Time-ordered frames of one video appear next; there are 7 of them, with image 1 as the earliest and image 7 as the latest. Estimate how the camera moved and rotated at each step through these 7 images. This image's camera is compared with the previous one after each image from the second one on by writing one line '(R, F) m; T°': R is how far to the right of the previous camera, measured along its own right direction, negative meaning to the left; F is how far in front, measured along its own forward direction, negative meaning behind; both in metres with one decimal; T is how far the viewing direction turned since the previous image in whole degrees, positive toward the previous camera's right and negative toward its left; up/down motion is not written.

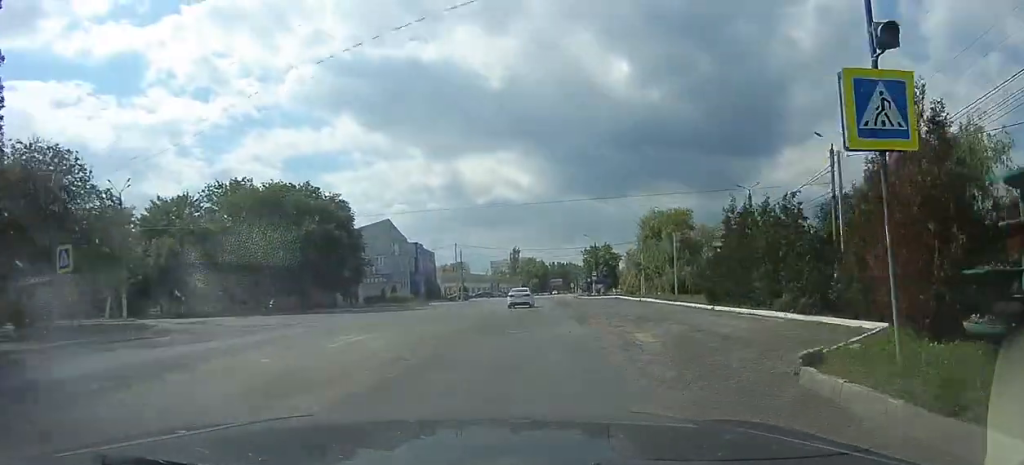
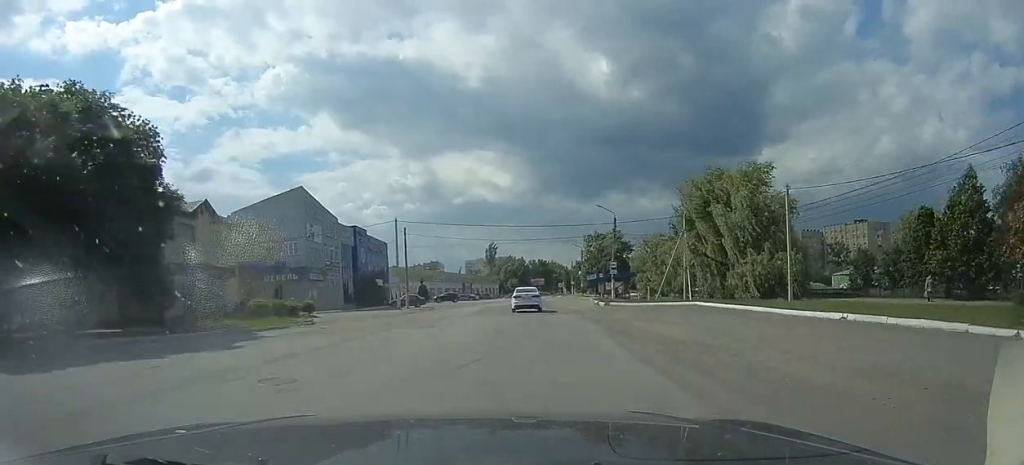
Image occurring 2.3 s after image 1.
(-1.3, +28.2) m; -2°
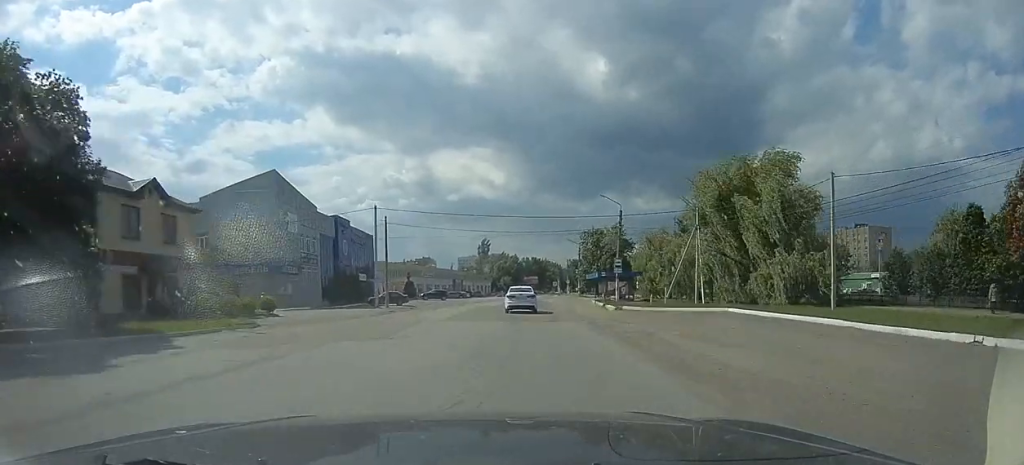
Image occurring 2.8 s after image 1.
(+0.1, +5.4) m; +1°
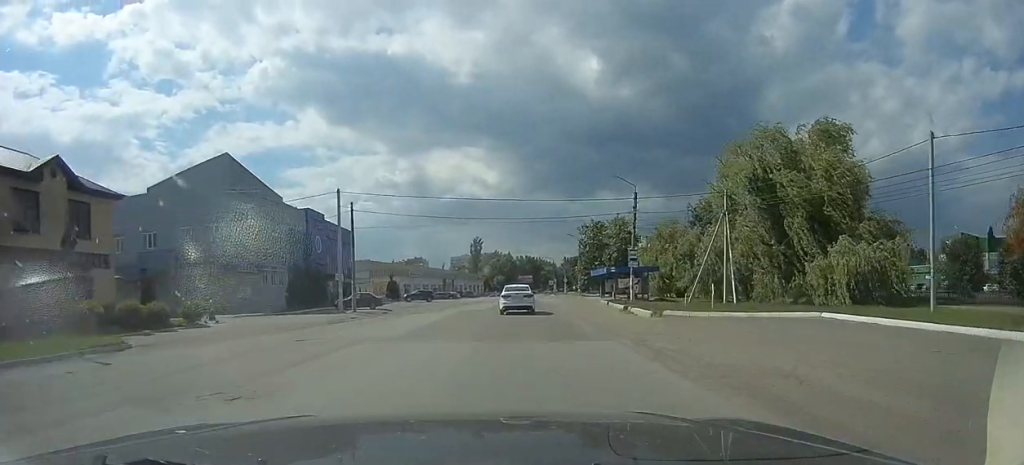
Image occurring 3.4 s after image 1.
(-0.3, +7.7) m; 0°
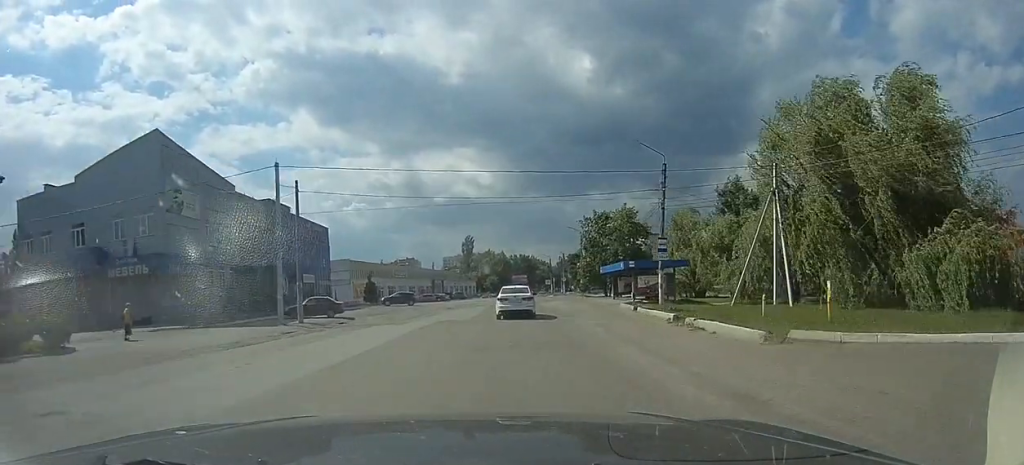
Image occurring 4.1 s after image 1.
(+0.2, +8.4) m; +2°
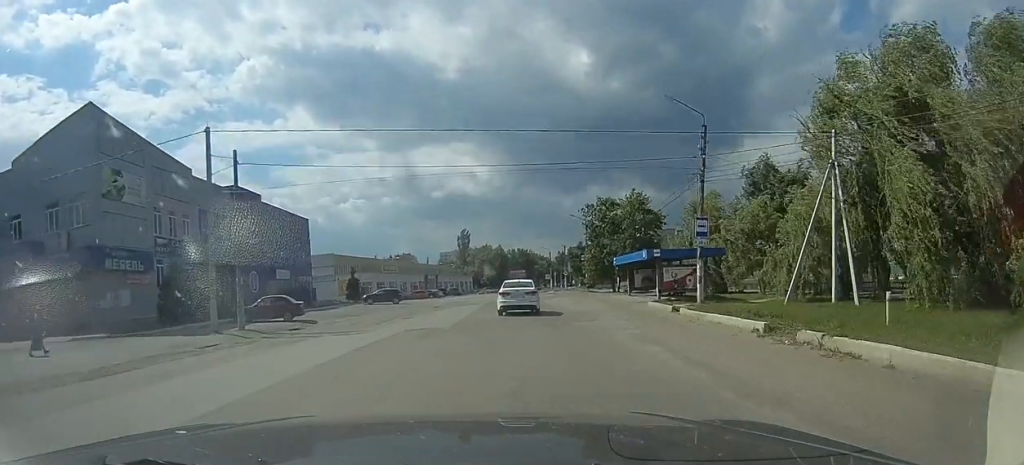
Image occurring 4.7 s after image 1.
(+0.1, +6.8) m; +1°
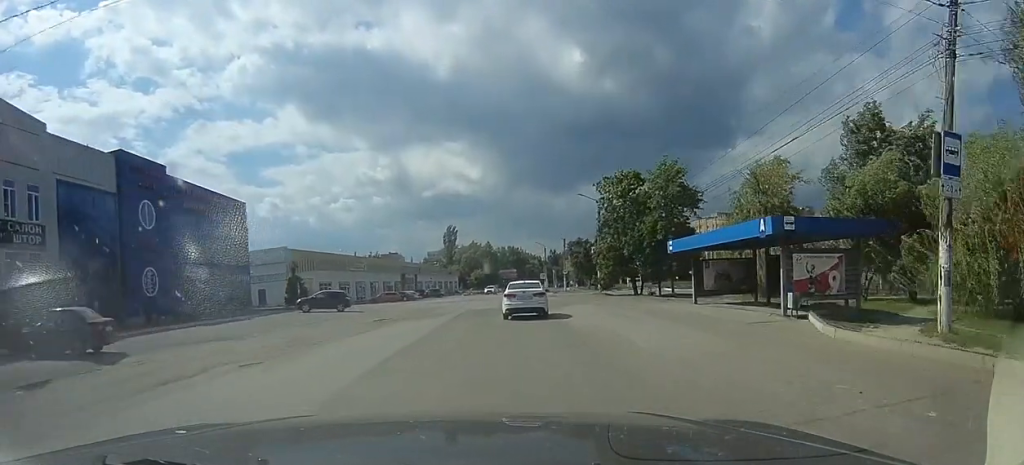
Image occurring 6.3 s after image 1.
(-0.5, +16.5) m; -2°
